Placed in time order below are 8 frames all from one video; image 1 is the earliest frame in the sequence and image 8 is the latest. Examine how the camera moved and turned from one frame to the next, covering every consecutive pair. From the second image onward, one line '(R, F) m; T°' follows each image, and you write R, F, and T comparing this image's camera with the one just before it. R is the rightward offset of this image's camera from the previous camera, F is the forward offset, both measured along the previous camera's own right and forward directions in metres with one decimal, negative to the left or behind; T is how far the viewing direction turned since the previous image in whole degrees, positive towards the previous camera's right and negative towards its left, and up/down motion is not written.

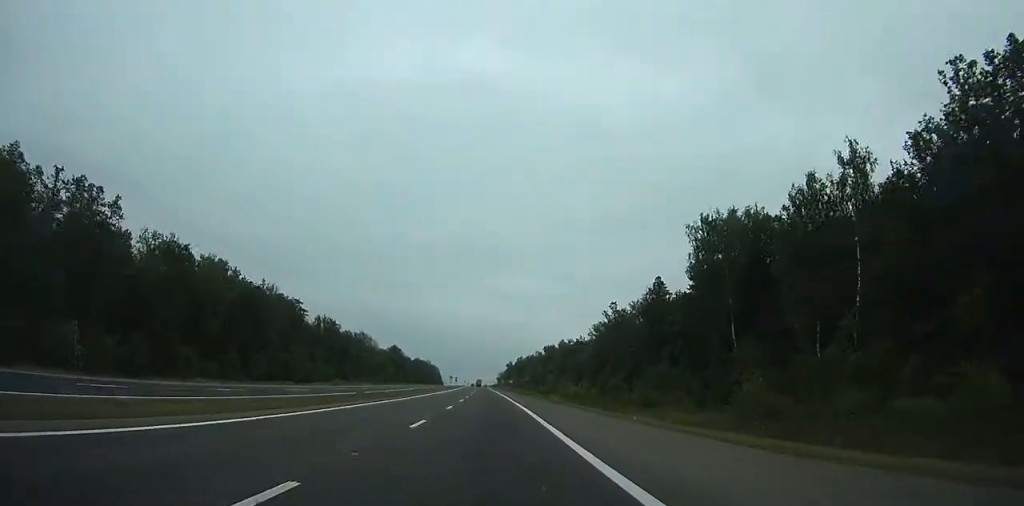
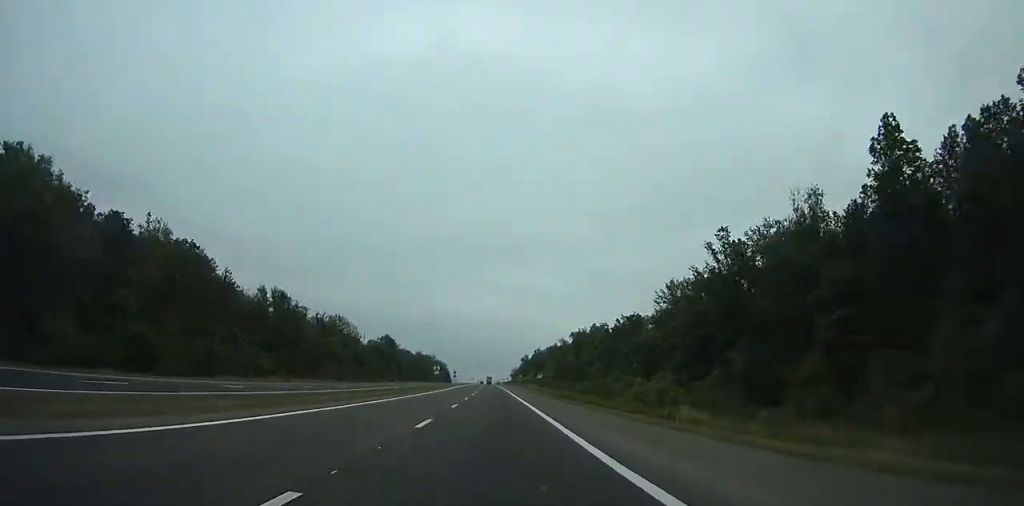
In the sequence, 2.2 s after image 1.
(-9.1, +59.4) m; -3°
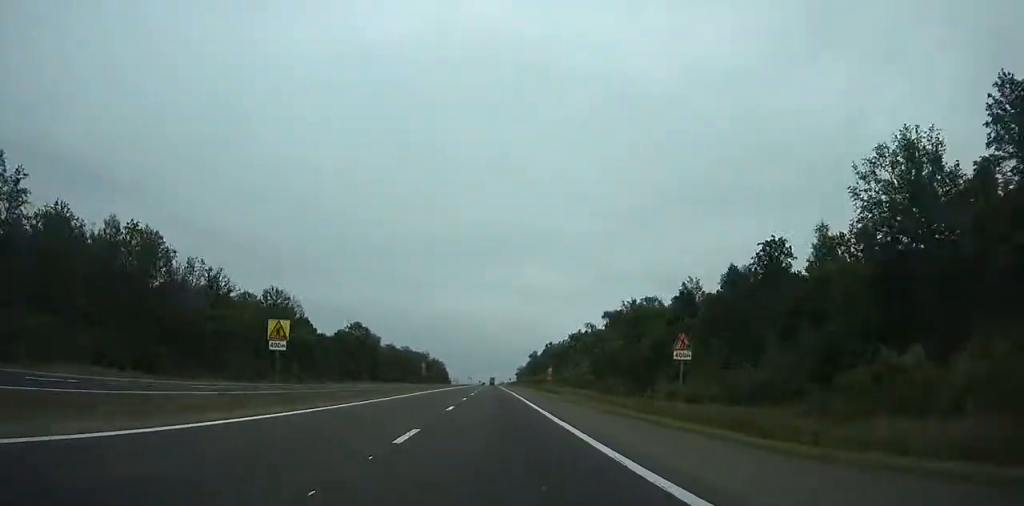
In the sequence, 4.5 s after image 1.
(+6.8, +62.2) m; +5°
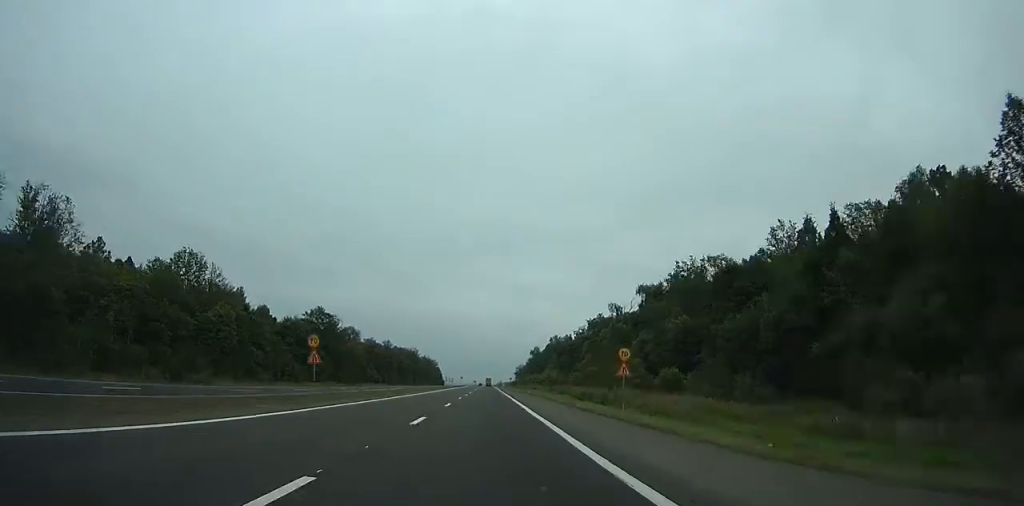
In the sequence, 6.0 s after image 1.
(+0.7, +40.3) m; +1°
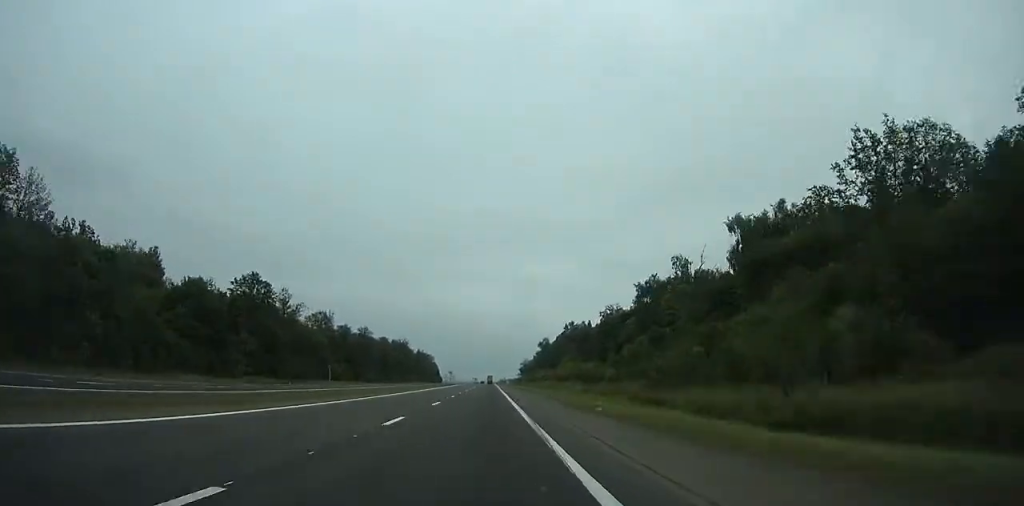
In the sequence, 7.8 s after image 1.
(+0.2, +48.2) m; 0°
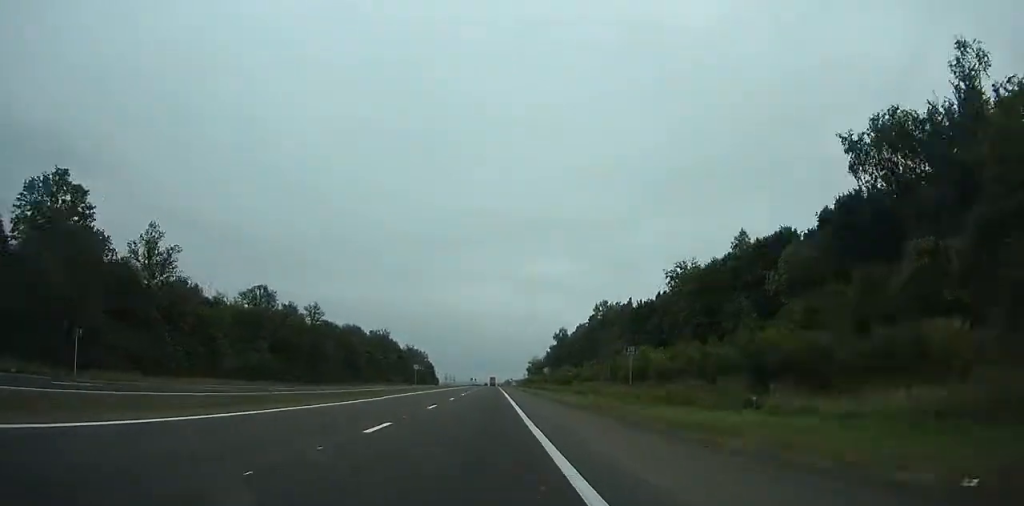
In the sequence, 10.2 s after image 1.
(-0.6, +62.6) m; -1°
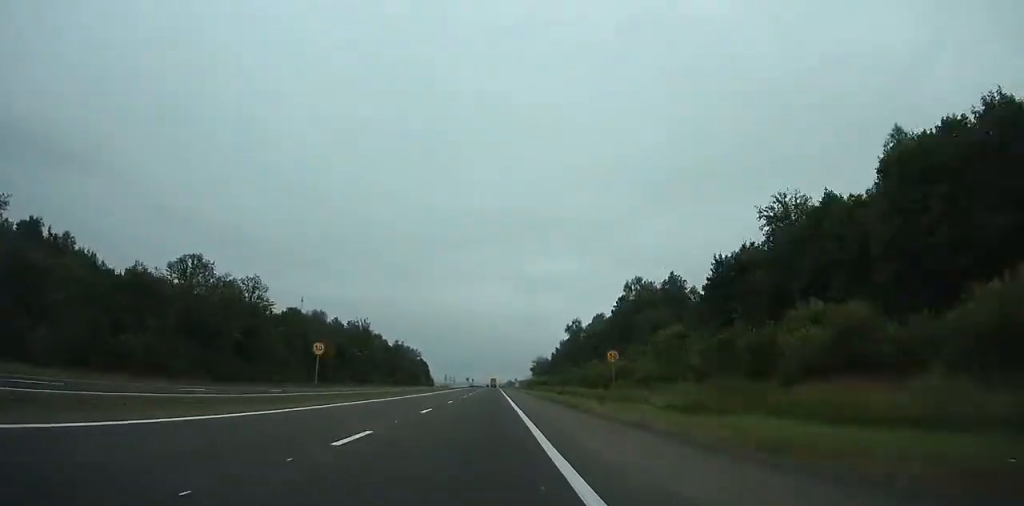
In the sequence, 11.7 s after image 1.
(-0.1, +38.5) m; 0°
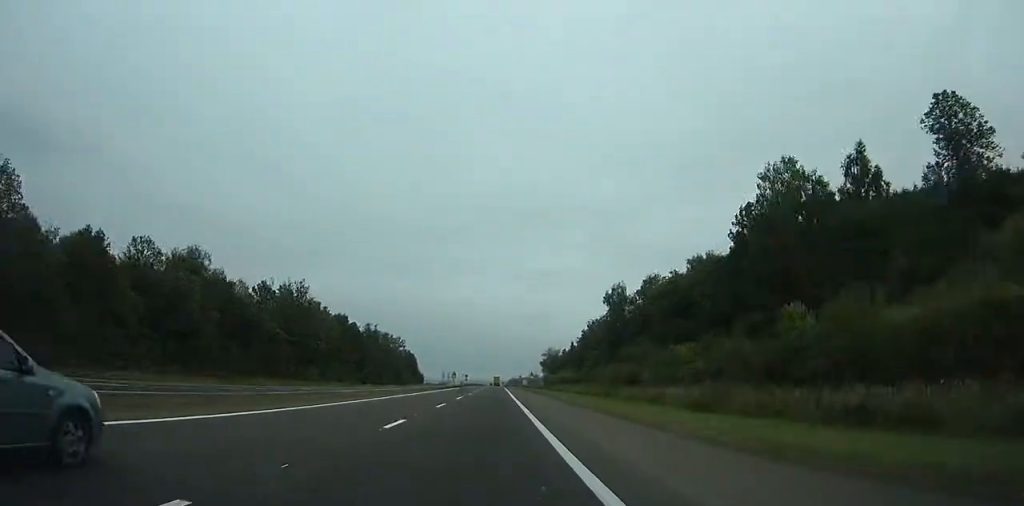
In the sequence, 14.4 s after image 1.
(-0.1, +68.1) m; 0°
